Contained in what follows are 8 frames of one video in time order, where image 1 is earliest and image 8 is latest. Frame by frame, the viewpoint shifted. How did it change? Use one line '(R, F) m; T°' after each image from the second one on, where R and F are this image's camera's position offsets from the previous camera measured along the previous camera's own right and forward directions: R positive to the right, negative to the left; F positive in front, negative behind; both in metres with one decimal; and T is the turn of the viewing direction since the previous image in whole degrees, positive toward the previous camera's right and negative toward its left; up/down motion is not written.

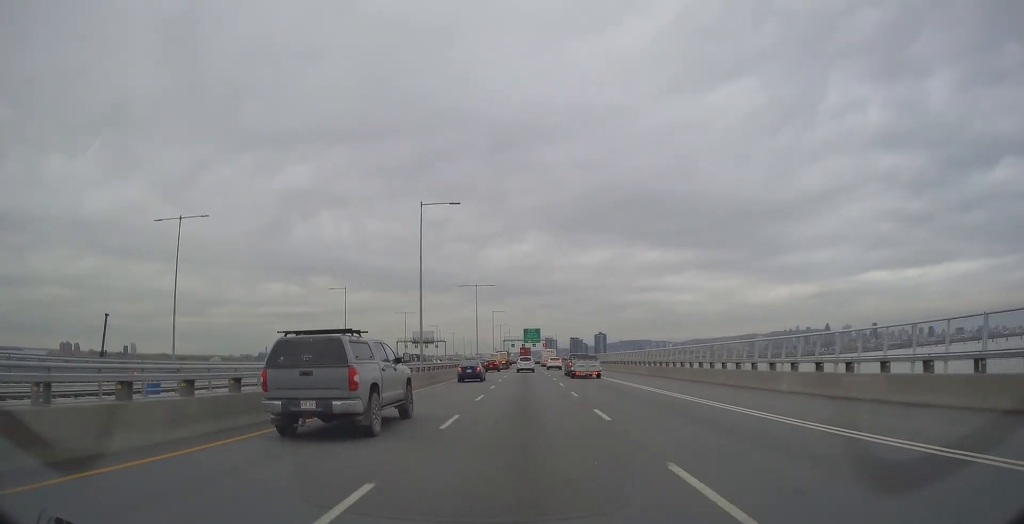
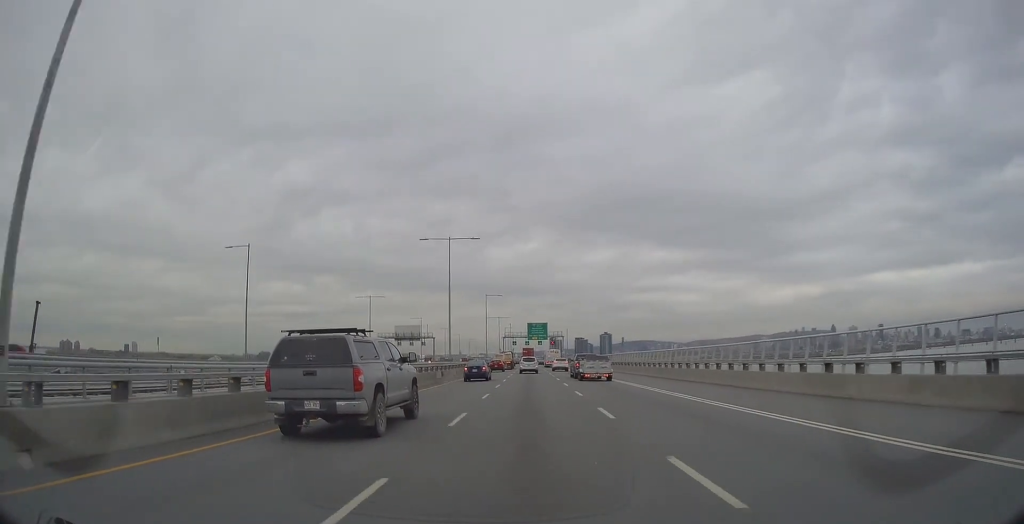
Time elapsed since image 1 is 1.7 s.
(0.0, +36.7) m; 0°
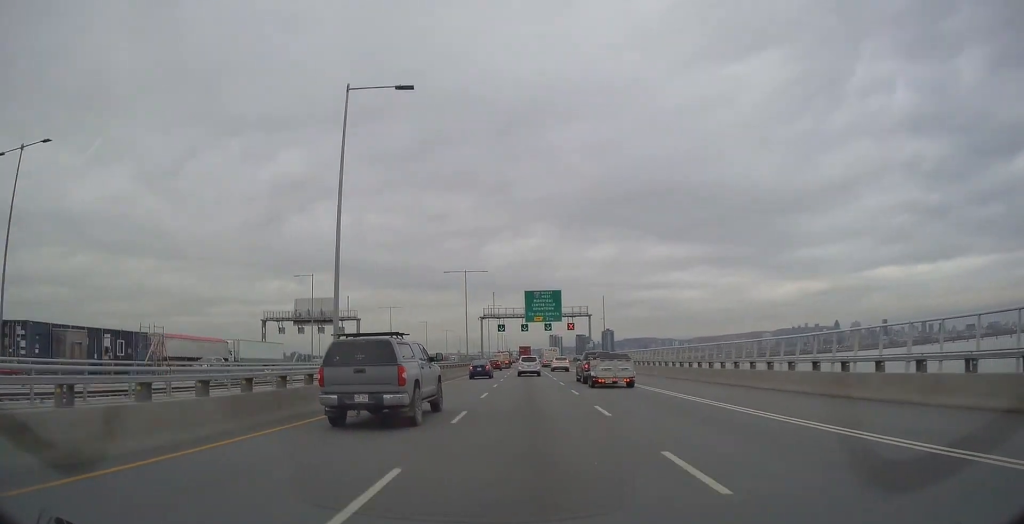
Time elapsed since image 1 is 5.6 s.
(-0.4, +82.7) m; -1°
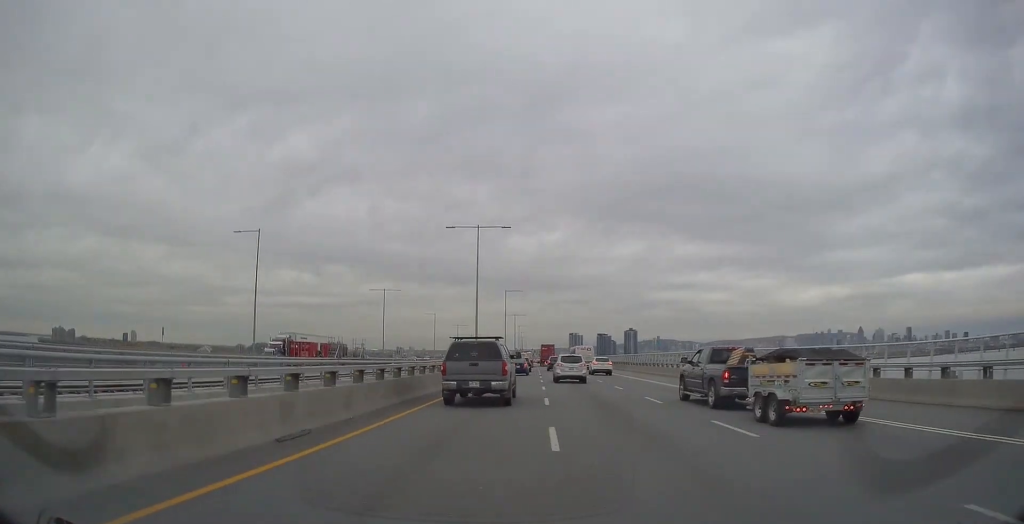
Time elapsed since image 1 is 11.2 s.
(-0.8, +122.4) m; 0°
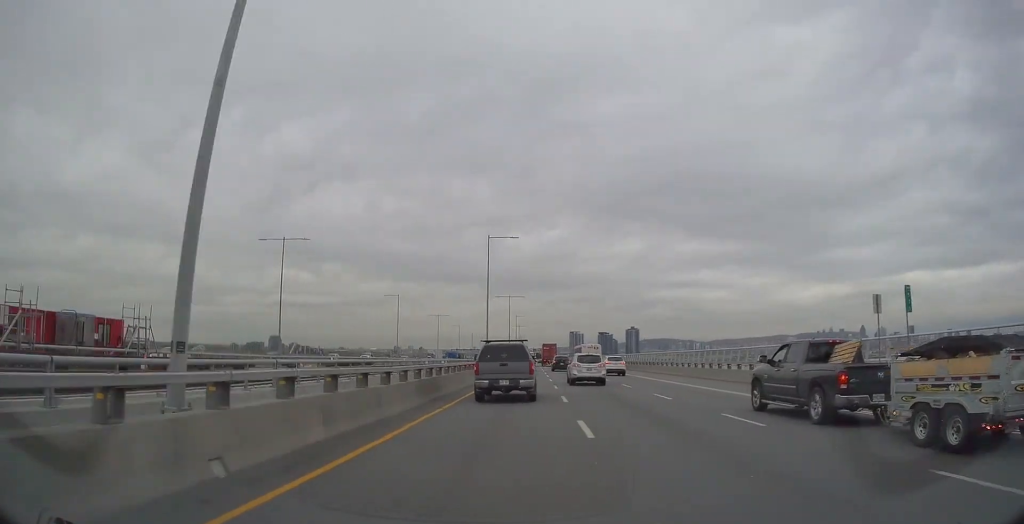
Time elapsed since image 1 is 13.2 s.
(0.0, +44.2) m; 0°
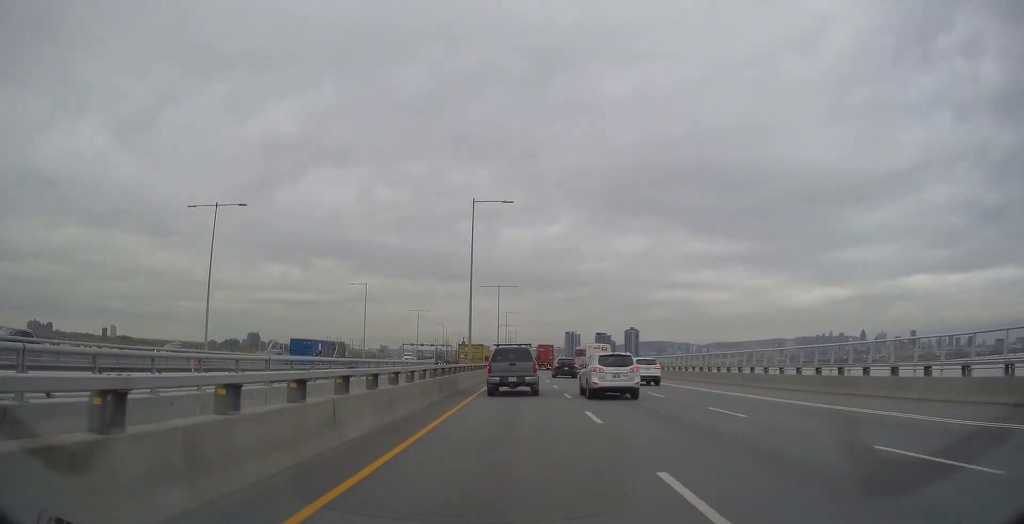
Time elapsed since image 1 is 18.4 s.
(-0.2, +115.4) m; 0°
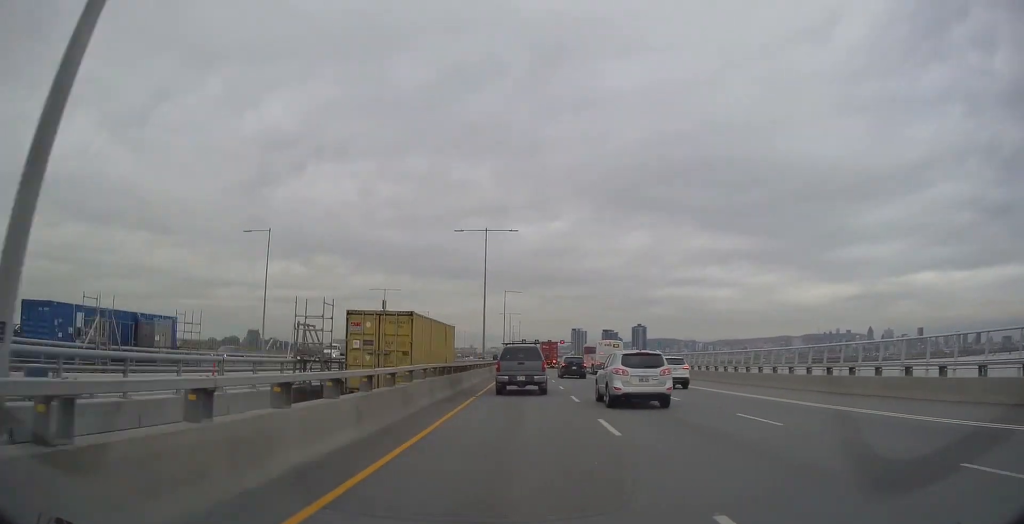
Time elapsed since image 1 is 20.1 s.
(-0.1, +38.4) m; 0°
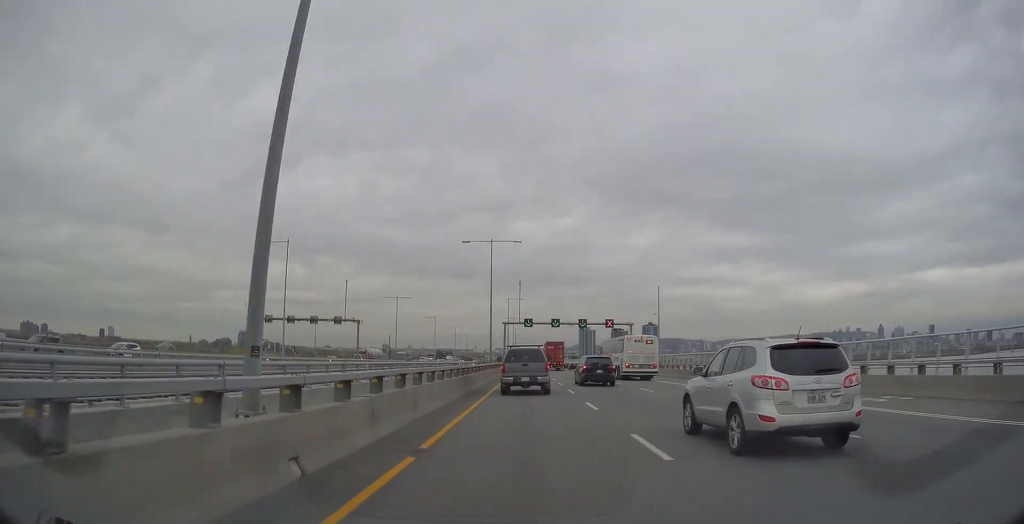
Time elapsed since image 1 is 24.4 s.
(-0.1, +93.9) m; 0°
